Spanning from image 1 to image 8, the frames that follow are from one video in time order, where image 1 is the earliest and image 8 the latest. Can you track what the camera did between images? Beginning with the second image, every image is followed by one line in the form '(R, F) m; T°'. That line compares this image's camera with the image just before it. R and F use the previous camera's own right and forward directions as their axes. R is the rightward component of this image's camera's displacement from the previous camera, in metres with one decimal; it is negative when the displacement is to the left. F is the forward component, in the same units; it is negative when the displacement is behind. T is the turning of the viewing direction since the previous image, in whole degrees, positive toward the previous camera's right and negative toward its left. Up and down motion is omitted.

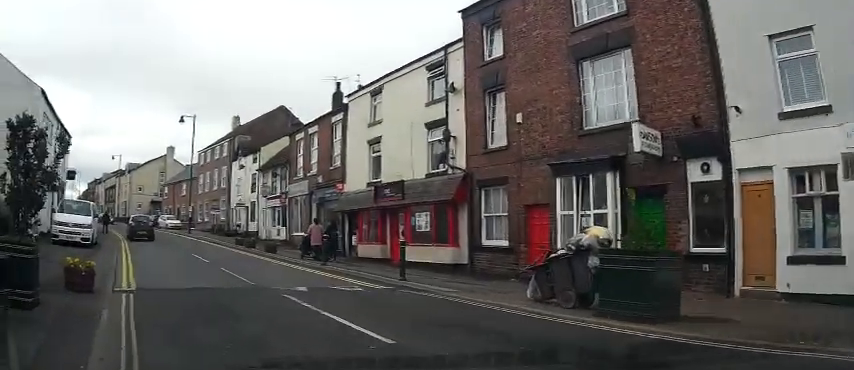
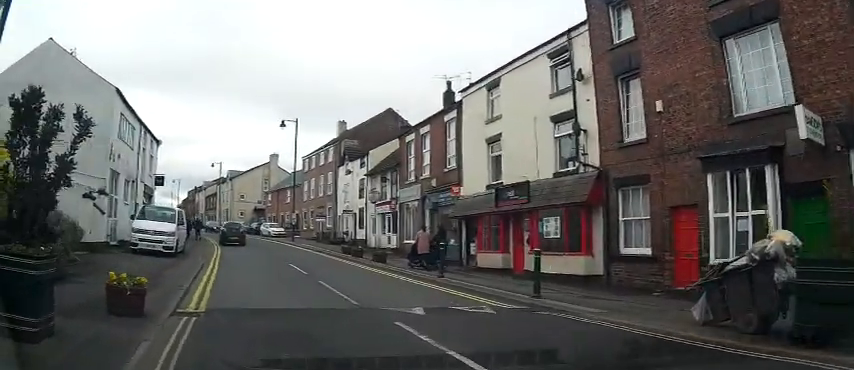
(-0.2, +1.8) m; -9°
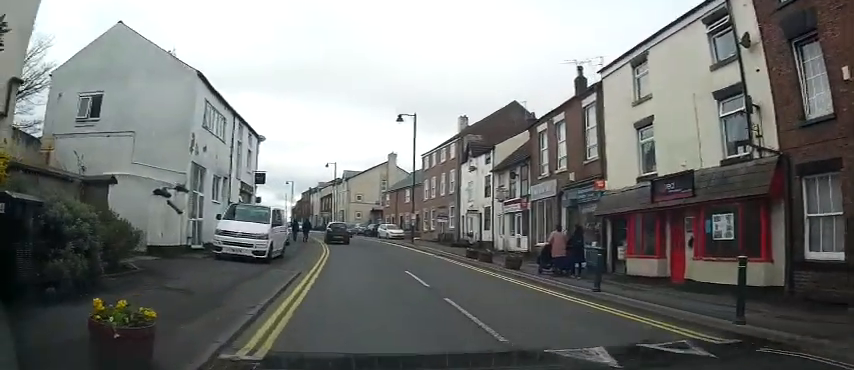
(-0.2, +2.6) m; -11°
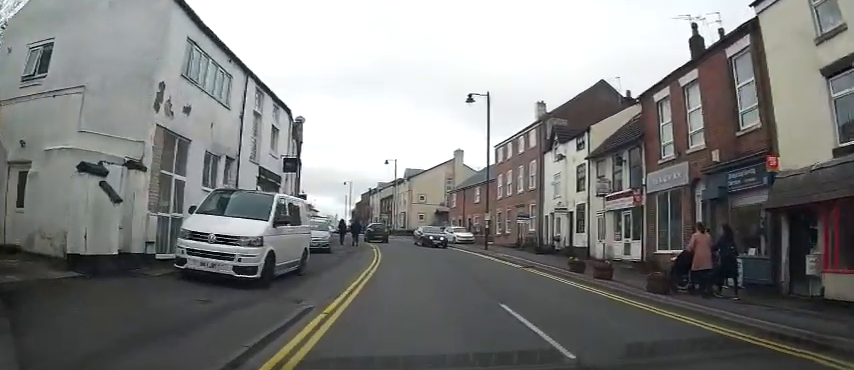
(-0.8, +6.7) m; -8°
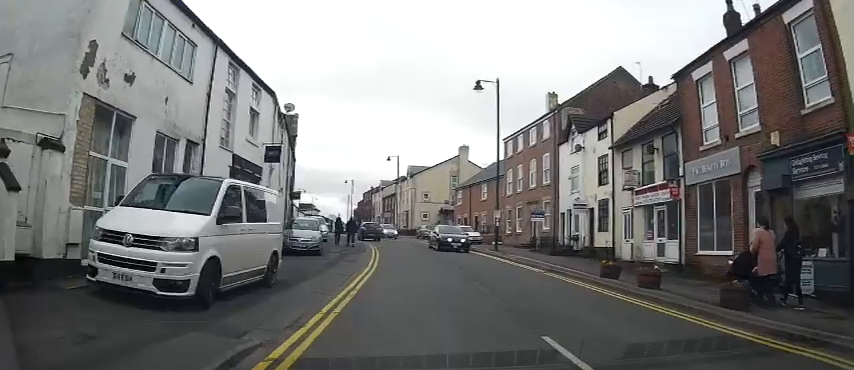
(0.0, +3.0) m; -1°
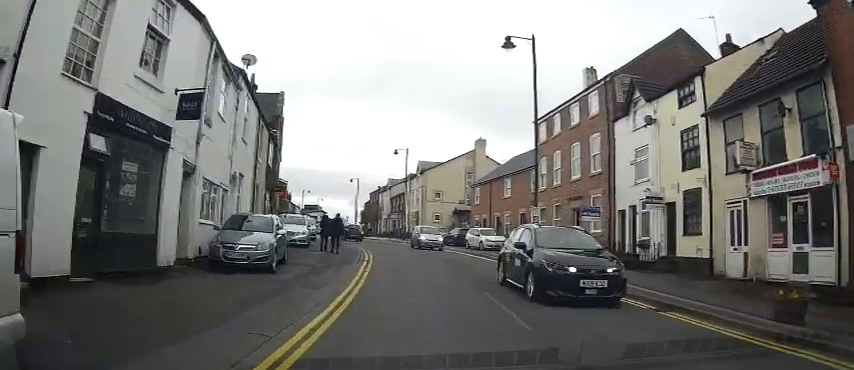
(-0.1, +7.6) m; -1°
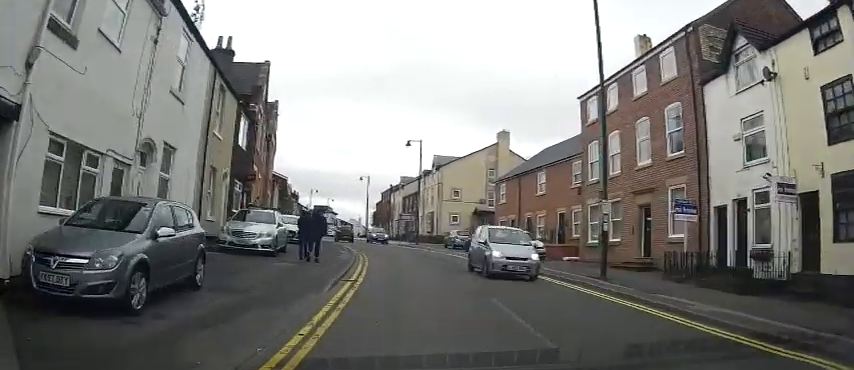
(0.0, +7.3) m; -2°
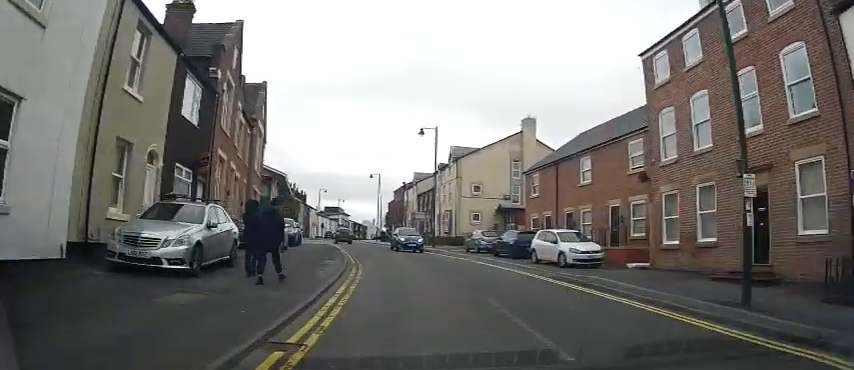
(-0.2, +7.2) m; -2°
